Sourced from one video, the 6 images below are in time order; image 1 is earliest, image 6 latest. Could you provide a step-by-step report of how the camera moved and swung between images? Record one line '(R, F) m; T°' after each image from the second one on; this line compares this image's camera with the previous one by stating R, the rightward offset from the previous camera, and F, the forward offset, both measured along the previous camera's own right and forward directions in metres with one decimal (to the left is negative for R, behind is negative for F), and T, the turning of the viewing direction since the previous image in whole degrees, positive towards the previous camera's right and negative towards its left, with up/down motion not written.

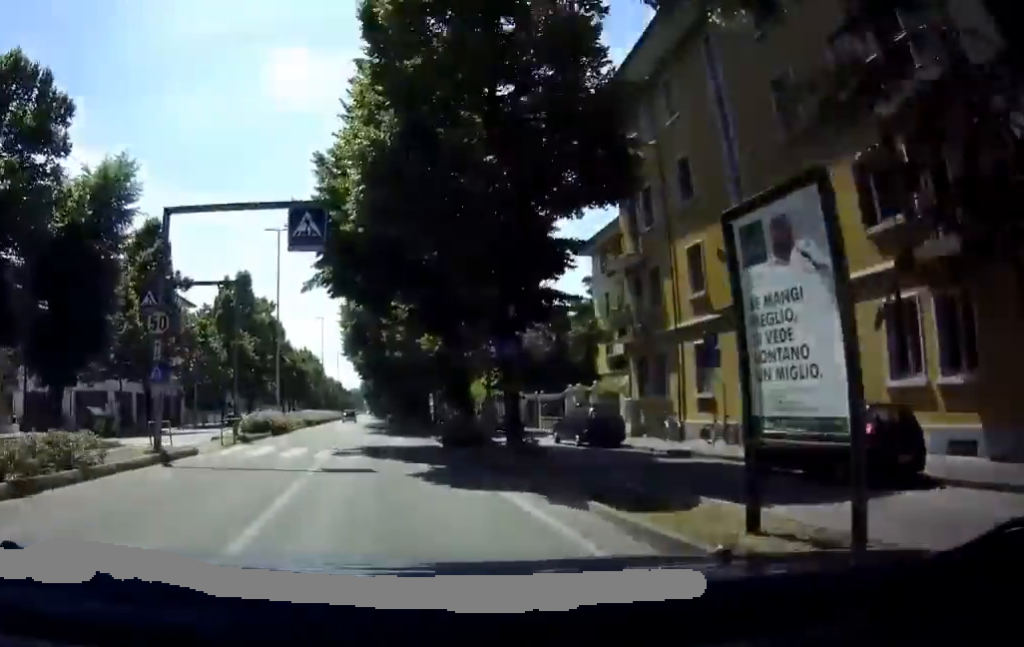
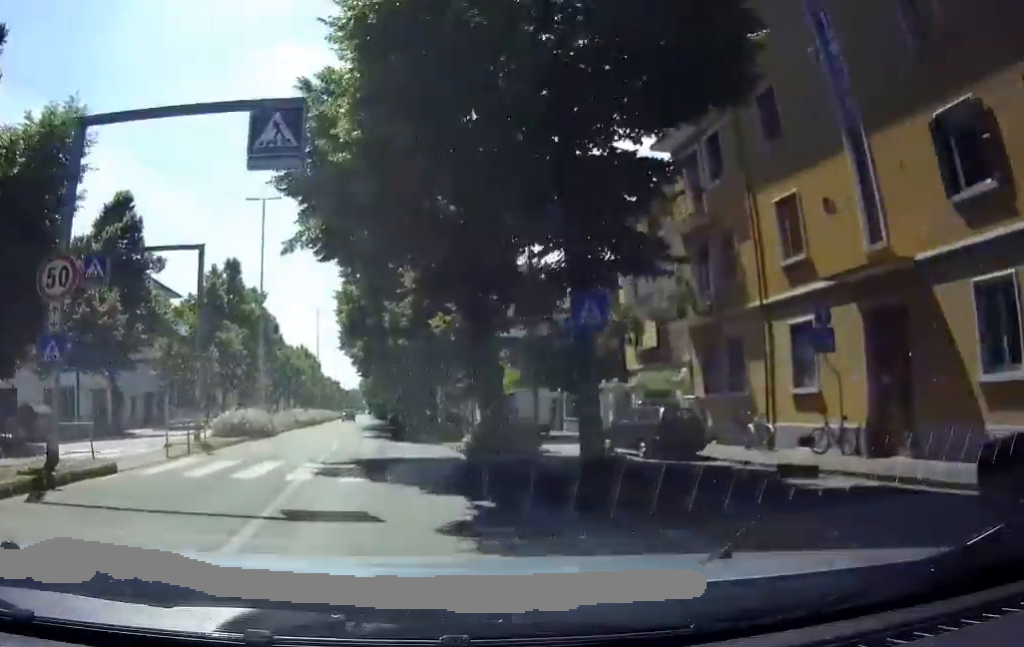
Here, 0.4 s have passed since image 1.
(-0.1, +5.8) m; 0°
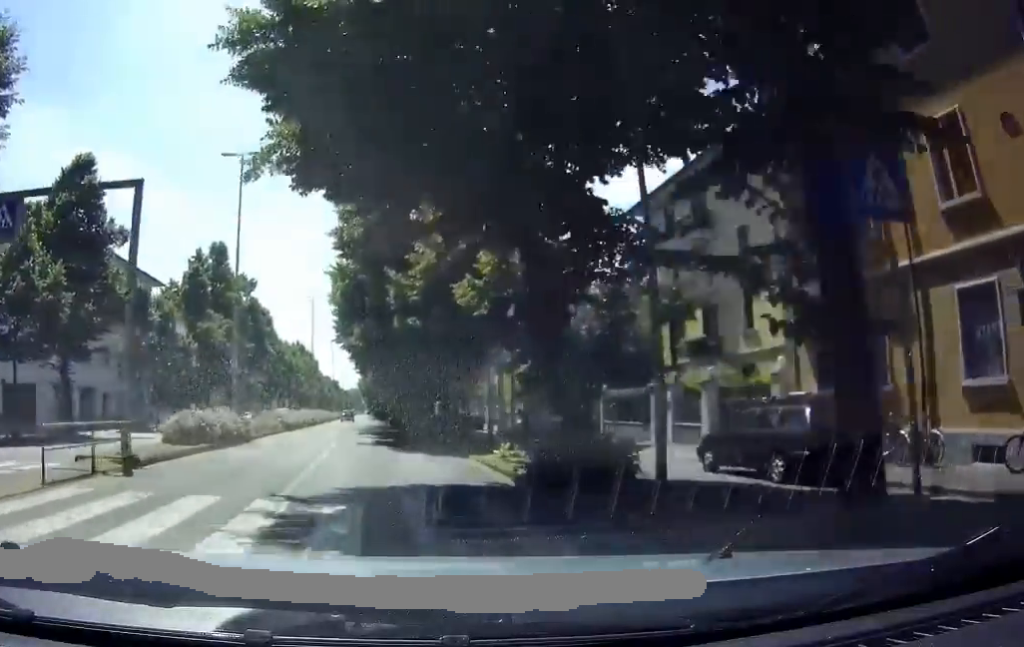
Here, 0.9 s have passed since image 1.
(-0.1, +6.3) m; -1°
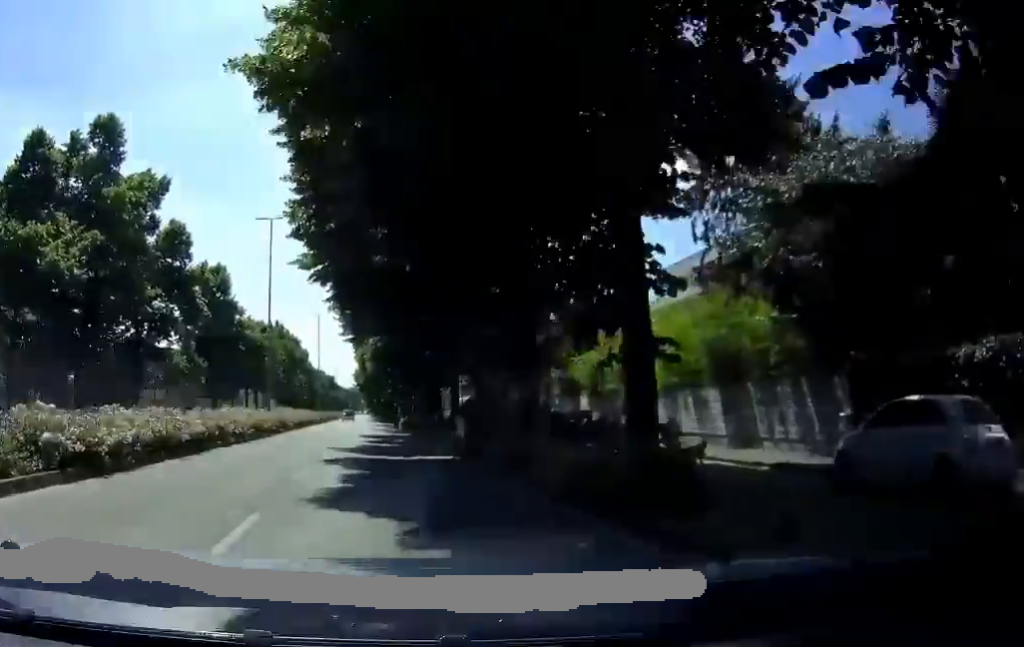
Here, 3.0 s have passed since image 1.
(+0.9, +28.1) m; +2°
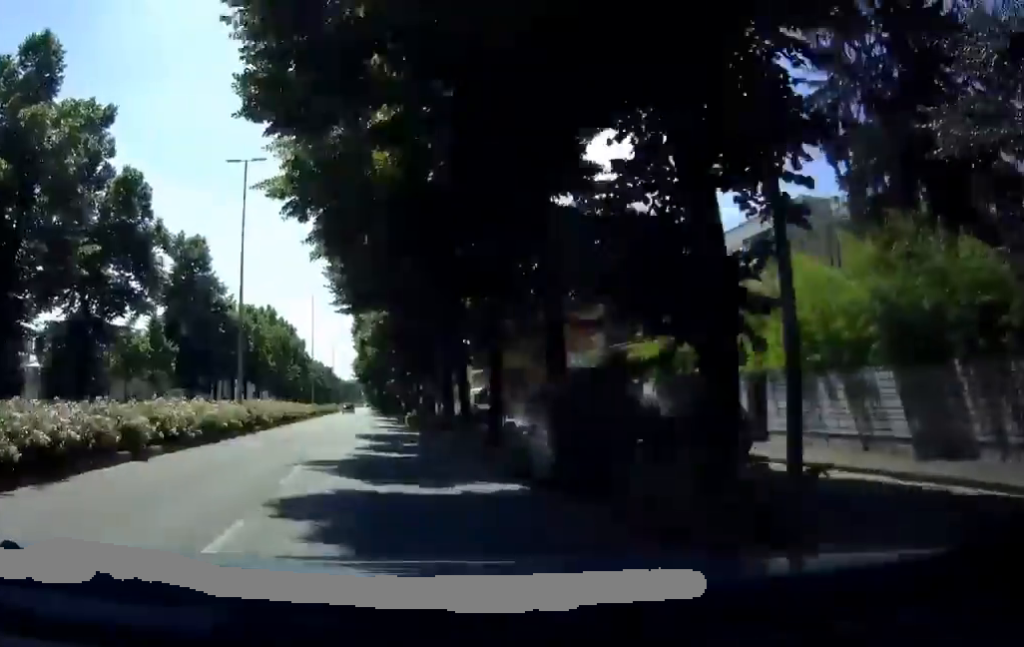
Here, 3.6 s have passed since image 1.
(-0.2, +8.3) m; -2°
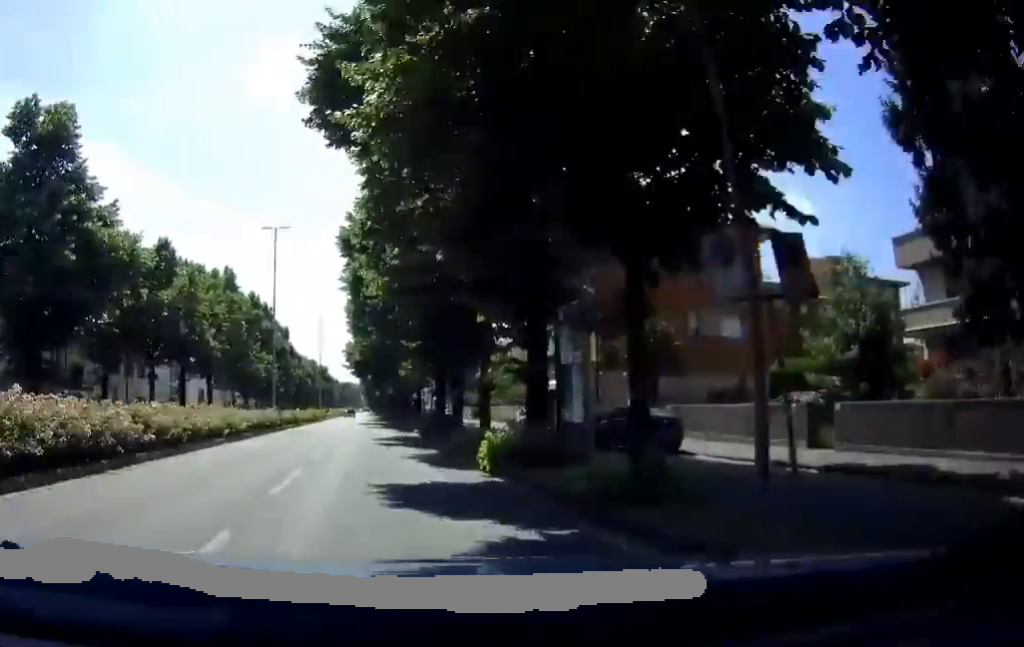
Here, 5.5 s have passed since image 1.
(-1.1, +28.1) m; -4°
